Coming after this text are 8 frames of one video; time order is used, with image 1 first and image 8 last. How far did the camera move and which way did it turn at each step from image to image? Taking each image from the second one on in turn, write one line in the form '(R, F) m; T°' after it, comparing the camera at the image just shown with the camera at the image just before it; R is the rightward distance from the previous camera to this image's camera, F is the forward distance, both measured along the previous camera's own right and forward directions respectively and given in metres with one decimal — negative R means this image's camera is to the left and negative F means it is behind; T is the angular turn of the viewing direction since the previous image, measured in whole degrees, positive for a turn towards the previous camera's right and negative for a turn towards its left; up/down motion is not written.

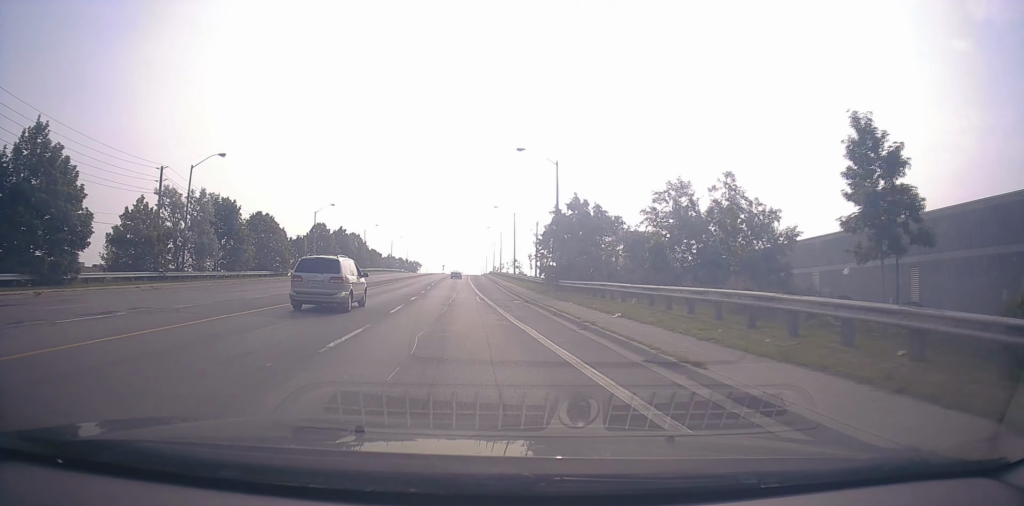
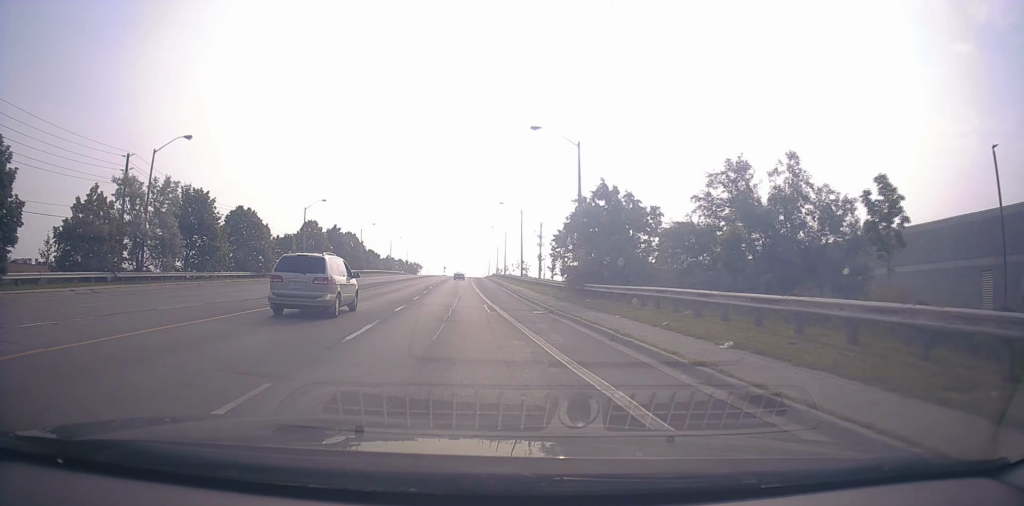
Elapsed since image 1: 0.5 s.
(-0.2, +7.4) m; +1°
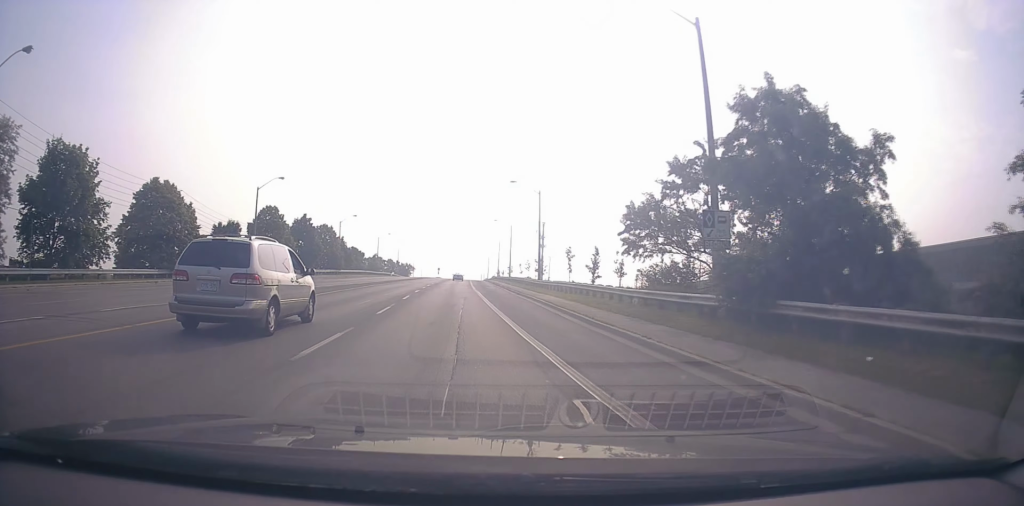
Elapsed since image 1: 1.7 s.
(+0.7, +20.2) m; -1°
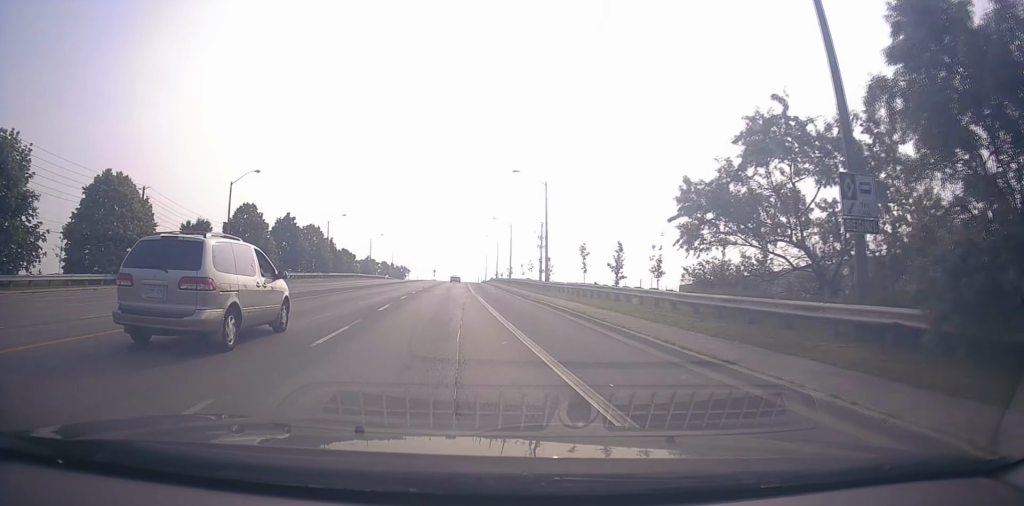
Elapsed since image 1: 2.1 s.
(-0.3, +7.2) m; -2°
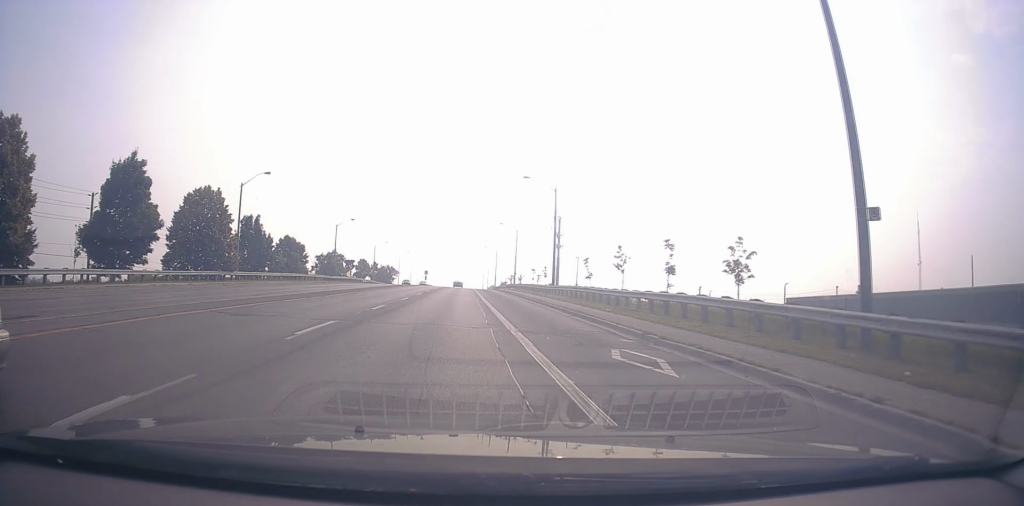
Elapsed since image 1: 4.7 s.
(+1.4, +43.0) m; +2°
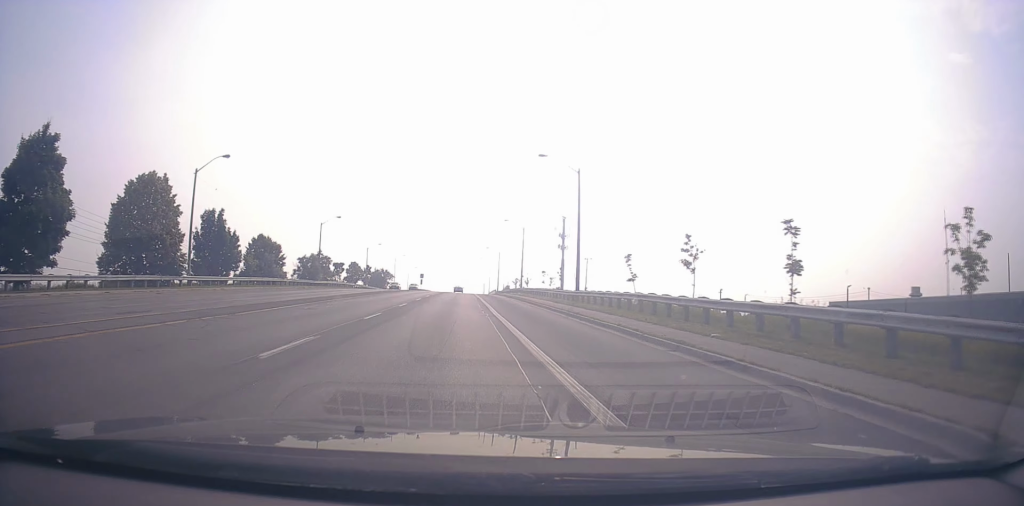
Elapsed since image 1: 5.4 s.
(-0.4, +11.1) m; -2°
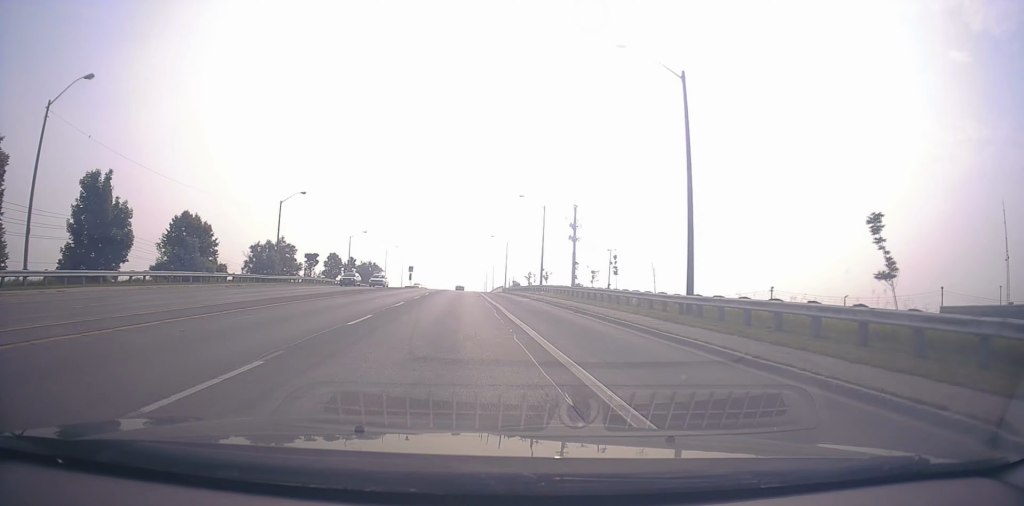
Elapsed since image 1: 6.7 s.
(+0.3, +21.3) m; +3°
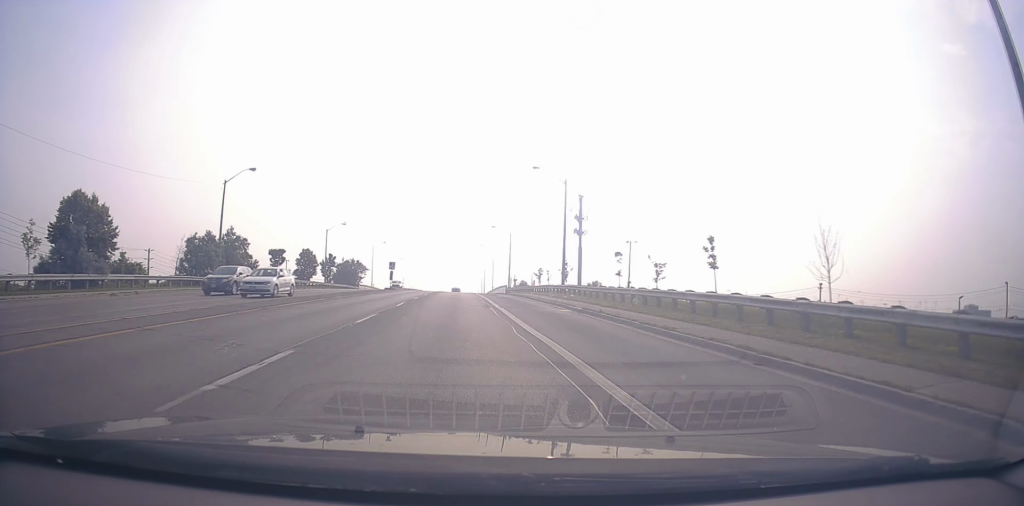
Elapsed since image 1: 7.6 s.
(+0.5, +16.5) m; +1°
